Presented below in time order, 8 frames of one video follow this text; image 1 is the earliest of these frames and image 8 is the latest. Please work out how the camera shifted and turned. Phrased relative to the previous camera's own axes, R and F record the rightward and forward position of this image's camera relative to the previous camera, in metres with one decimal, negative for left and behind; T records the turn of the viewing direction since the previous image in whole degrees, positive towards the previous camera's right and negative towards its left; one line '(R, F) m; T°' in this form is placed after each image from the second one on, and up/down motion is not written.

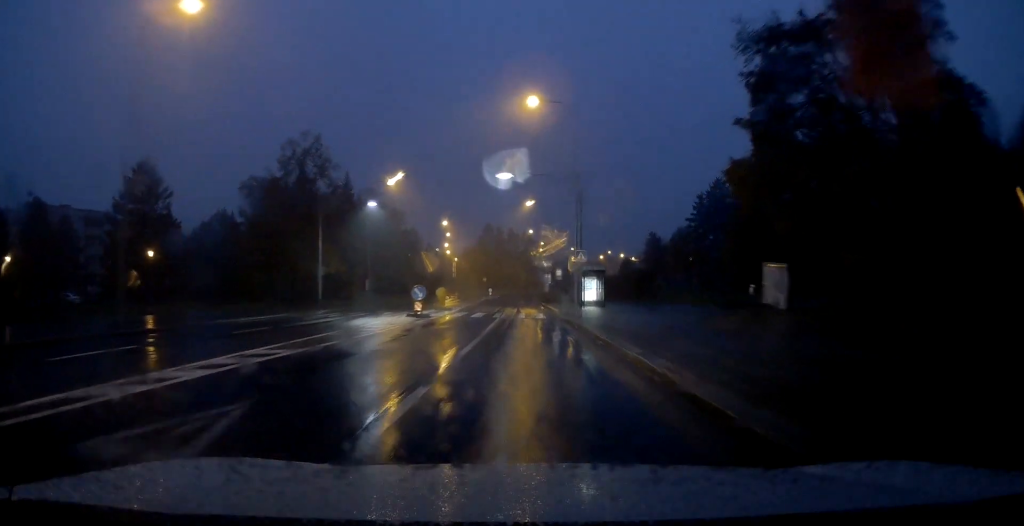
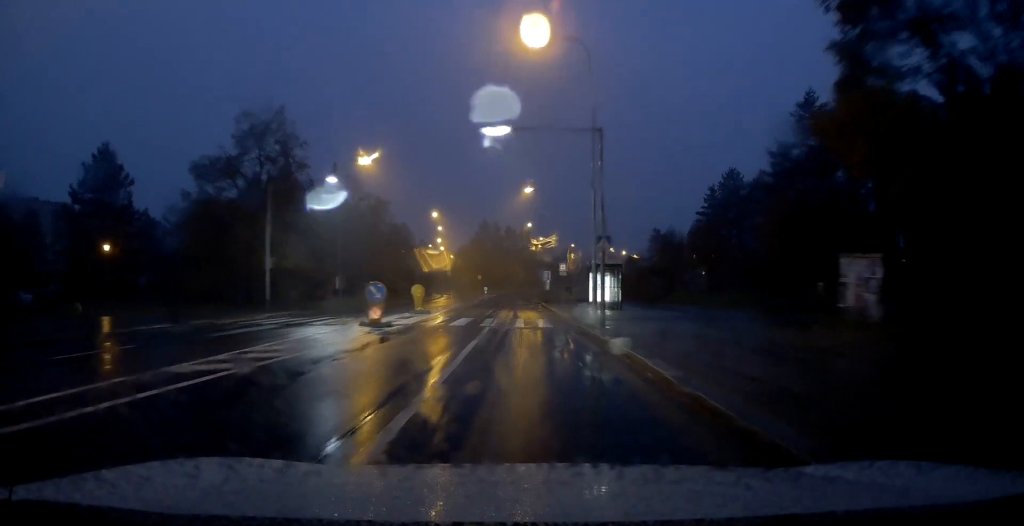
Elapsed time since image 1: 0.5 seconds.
(0.0, +7.6) m; 0°
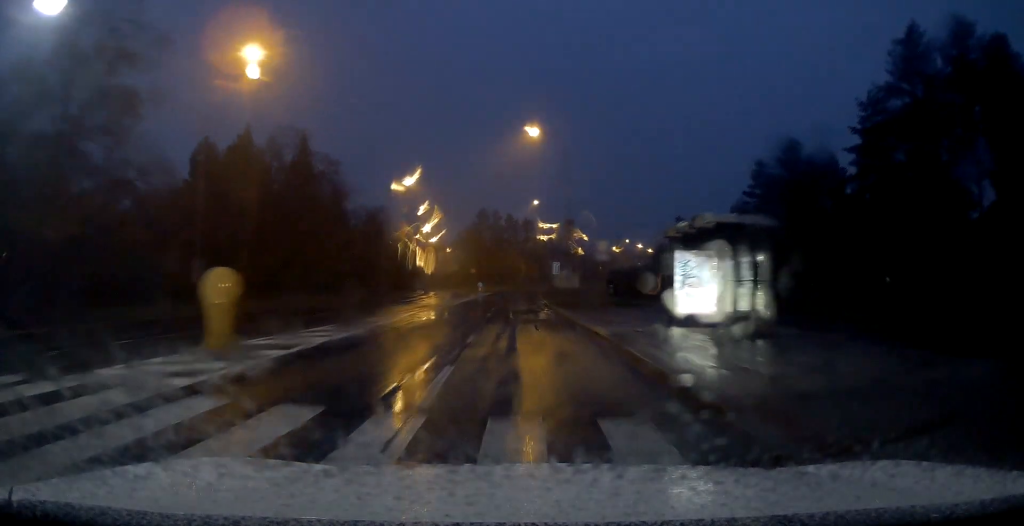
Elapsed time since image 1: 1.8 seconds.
(0.0, +19.7) m; 0°
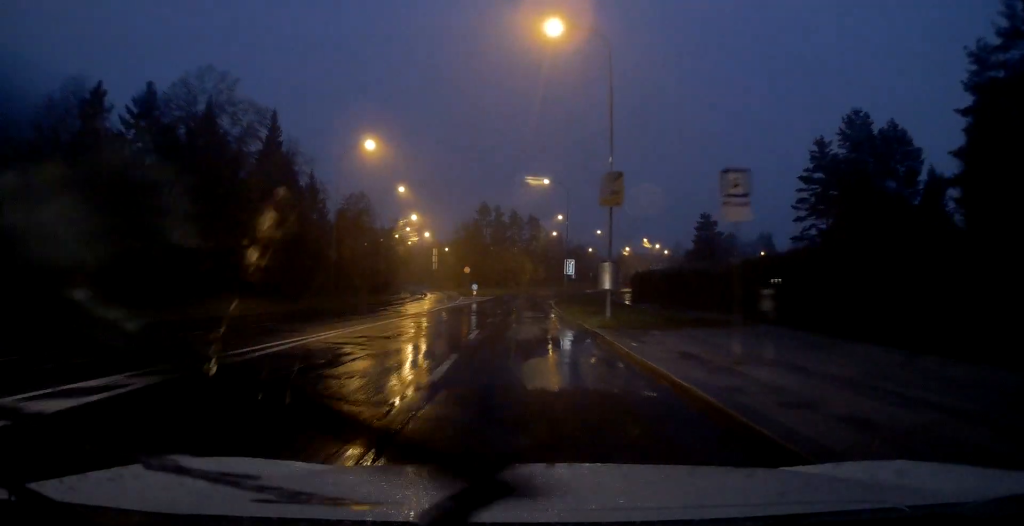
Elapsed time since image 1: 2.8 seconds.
(0.0, +15.1) m; 0°
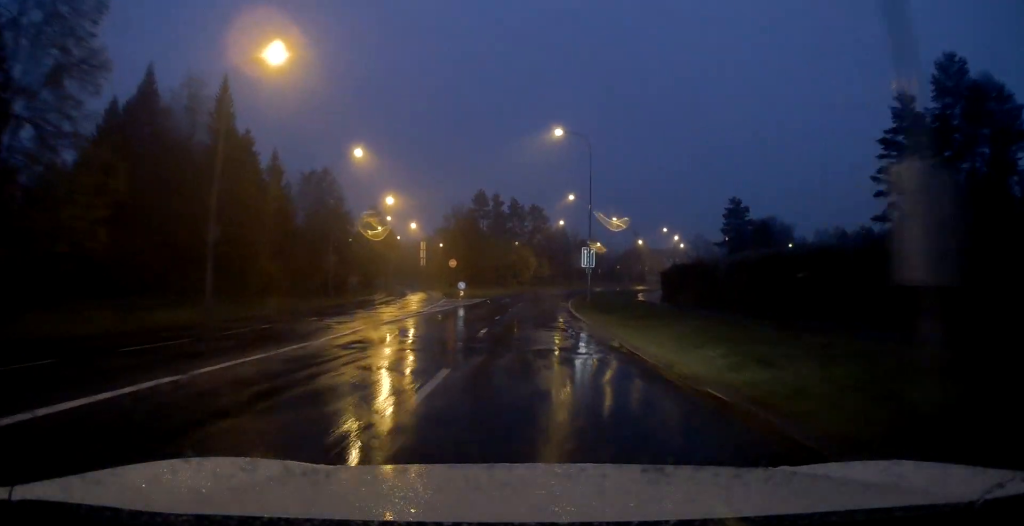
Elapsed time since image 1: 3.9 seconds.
(-0.1, +16.1) m; 0°
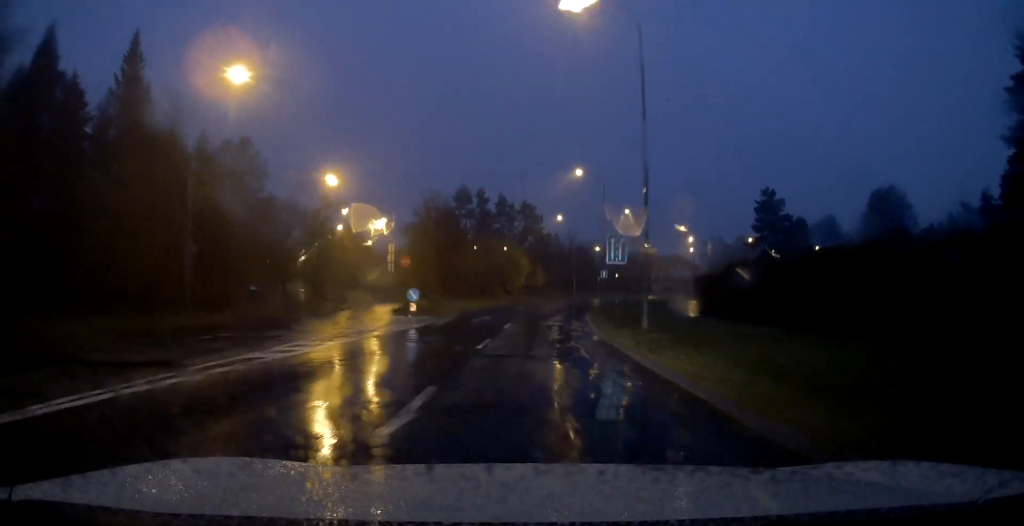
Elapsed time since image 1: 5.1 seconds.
(0.0, +18.9) m; 0°
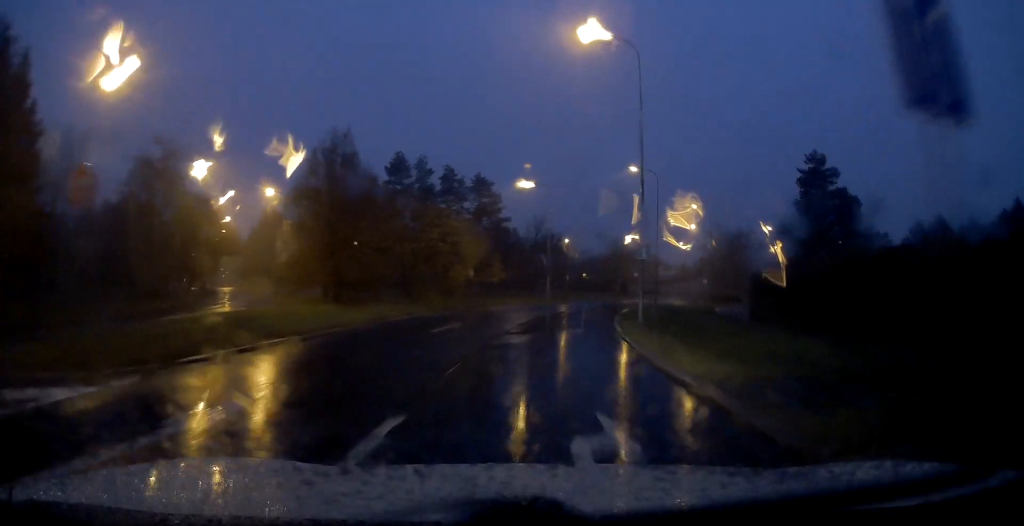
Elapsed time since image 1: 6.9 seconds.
(+0.7, +25.5) m; +4°
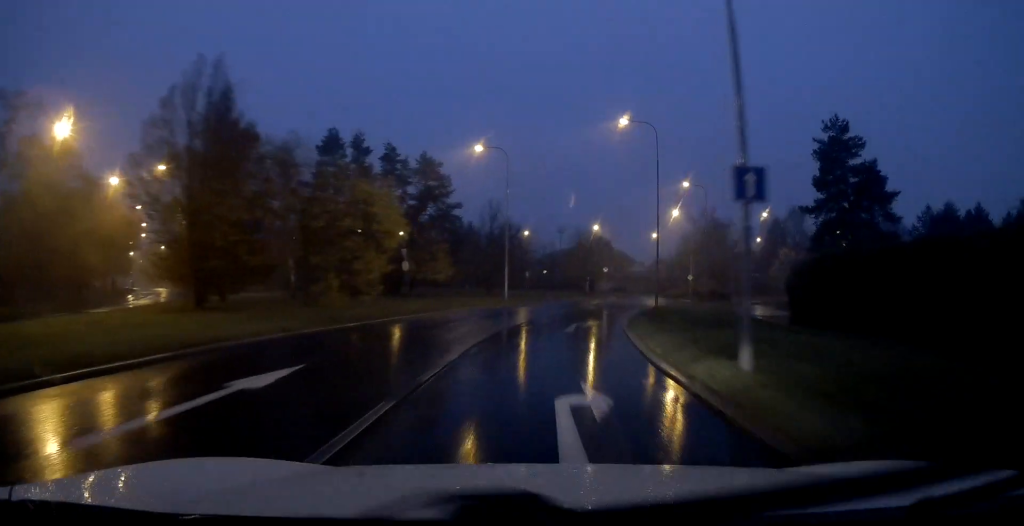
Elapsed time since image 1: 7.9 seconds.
(+0.3, +12.6) m; +3°
